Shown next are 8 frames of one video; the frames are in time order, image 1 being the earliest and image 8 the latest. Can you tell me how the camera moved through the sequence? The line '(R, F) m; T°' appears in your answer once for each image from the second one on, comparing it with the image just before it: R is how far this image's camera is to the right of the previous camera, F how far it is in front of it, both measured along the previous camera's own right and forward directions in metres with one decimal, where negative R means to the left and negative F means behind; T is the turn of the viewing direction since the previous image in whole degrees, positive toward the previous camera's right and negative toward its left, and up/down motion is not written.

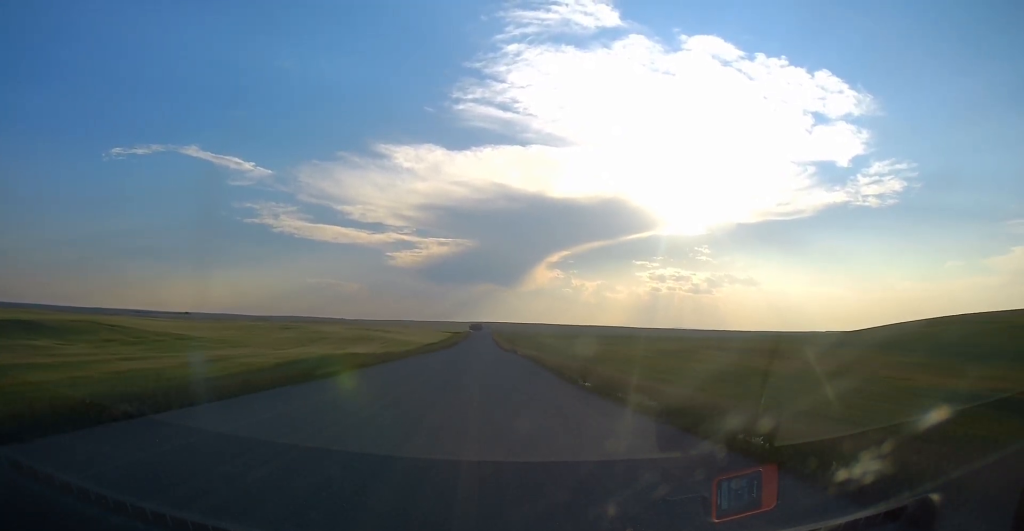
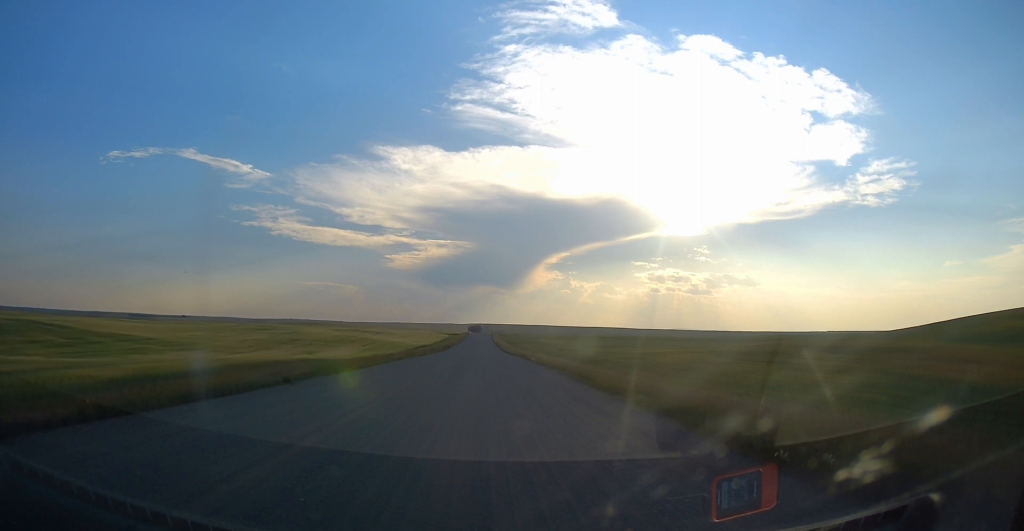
(0.0, +22.8) m; 0°
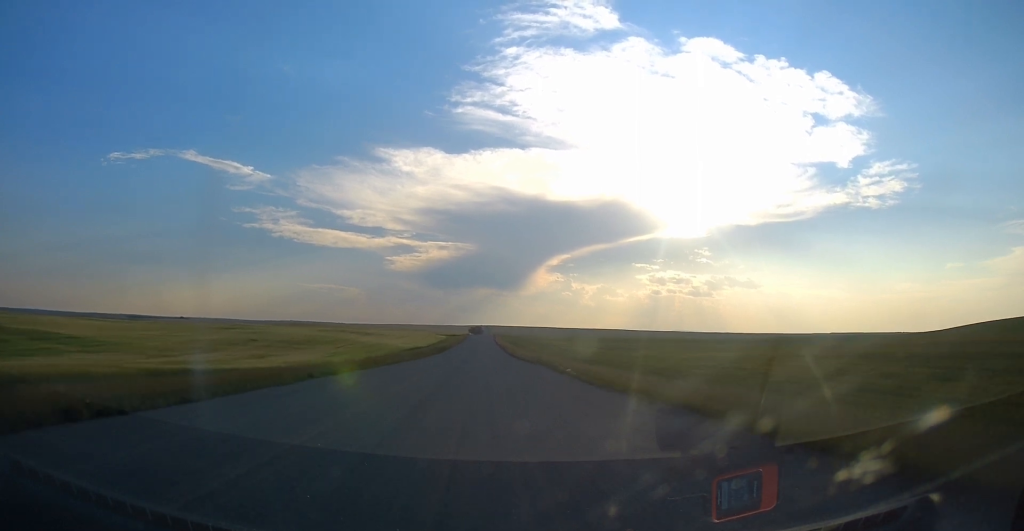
(0.0, +26.0) m; 0°
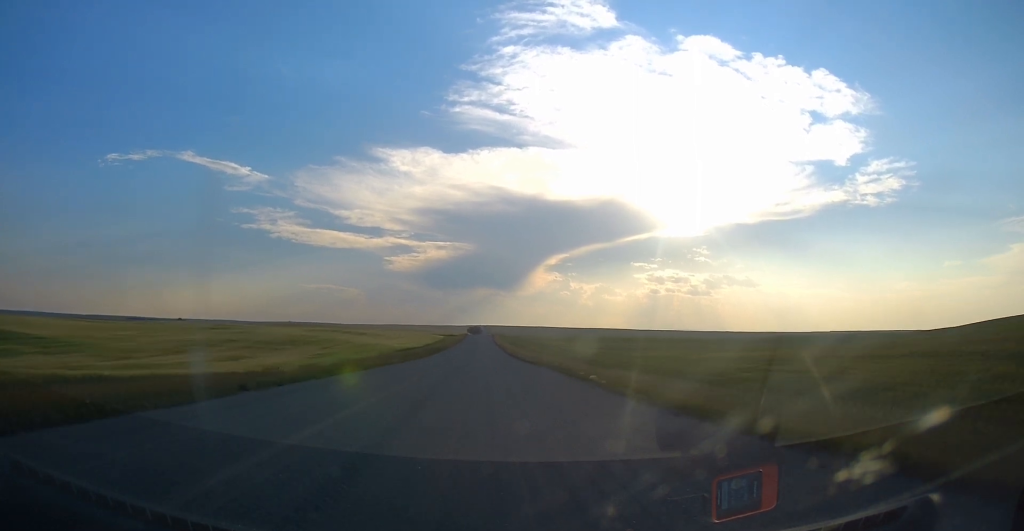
(0.0, +8.7) m; 0°
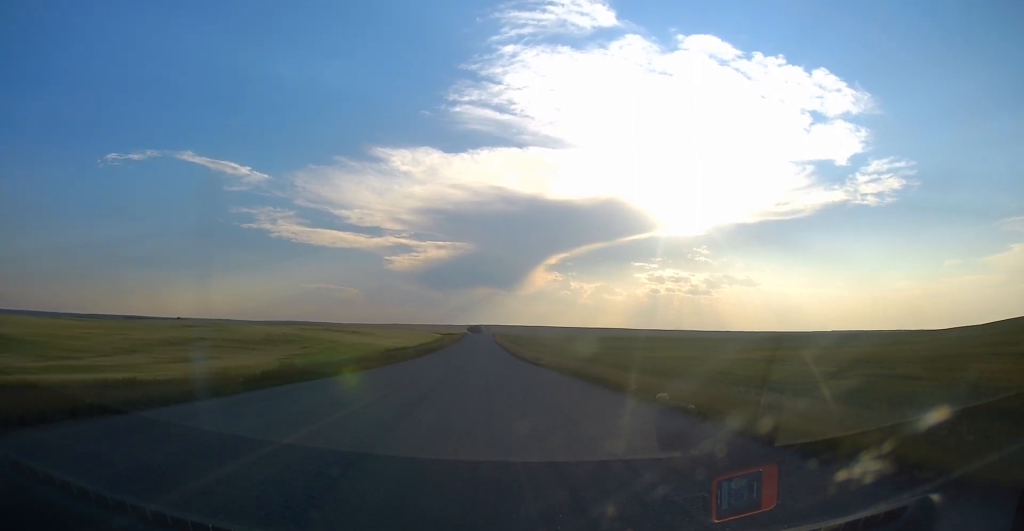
(0.0, +11.6) m; 0°
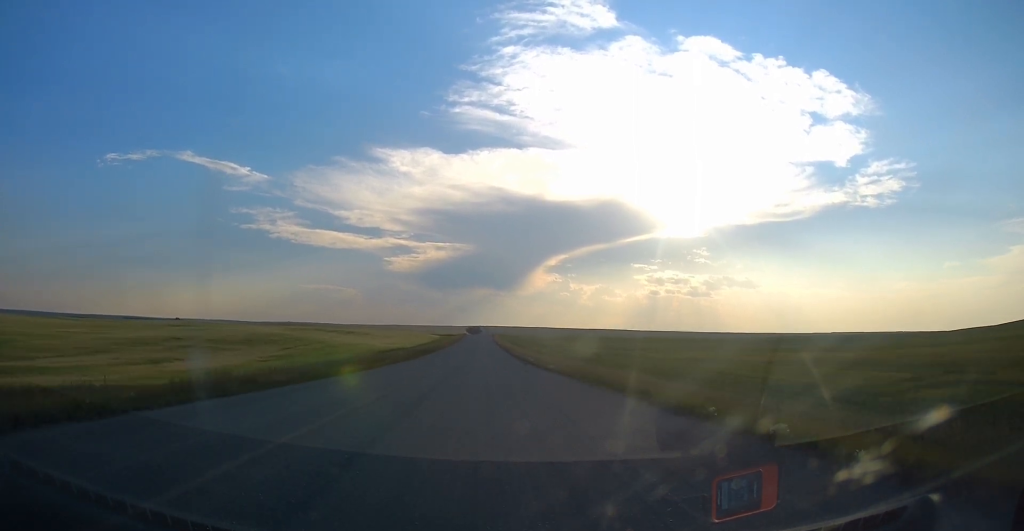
(0.0, +7.5) m; 0°
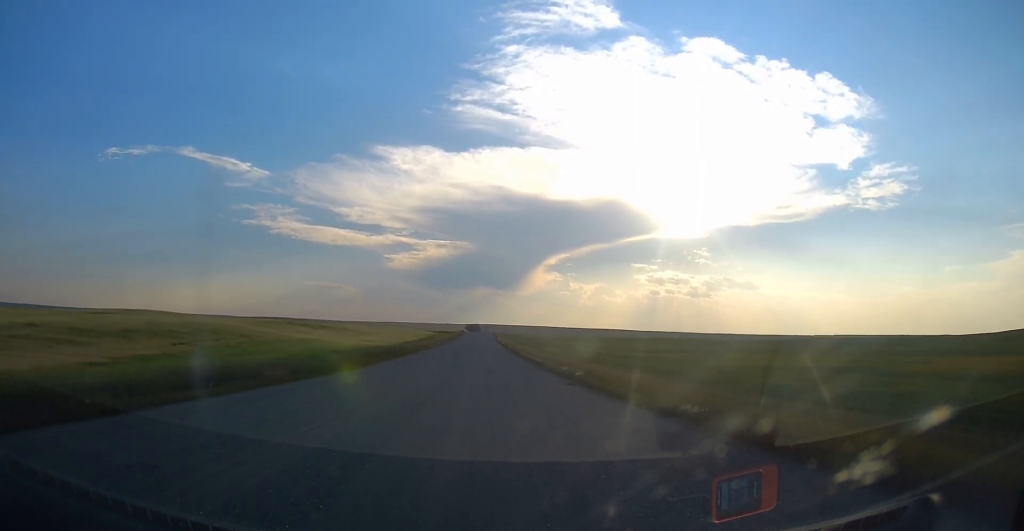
(+0.6, +29.6) m; +1°
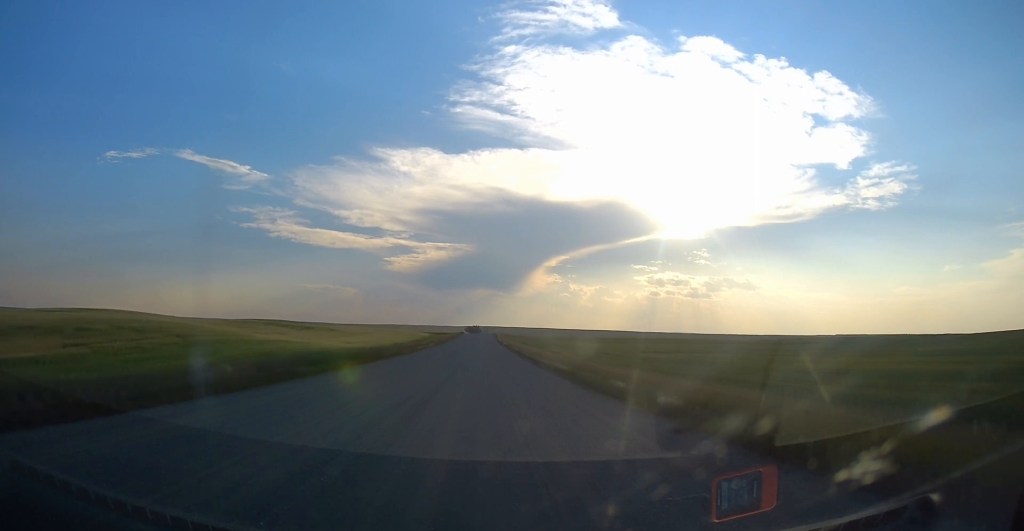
(-0.3, +15.0) m; -1°
